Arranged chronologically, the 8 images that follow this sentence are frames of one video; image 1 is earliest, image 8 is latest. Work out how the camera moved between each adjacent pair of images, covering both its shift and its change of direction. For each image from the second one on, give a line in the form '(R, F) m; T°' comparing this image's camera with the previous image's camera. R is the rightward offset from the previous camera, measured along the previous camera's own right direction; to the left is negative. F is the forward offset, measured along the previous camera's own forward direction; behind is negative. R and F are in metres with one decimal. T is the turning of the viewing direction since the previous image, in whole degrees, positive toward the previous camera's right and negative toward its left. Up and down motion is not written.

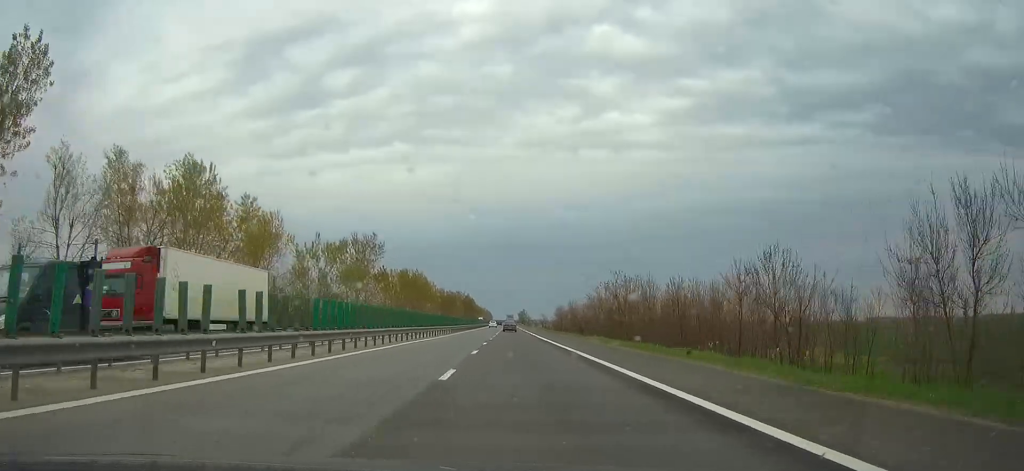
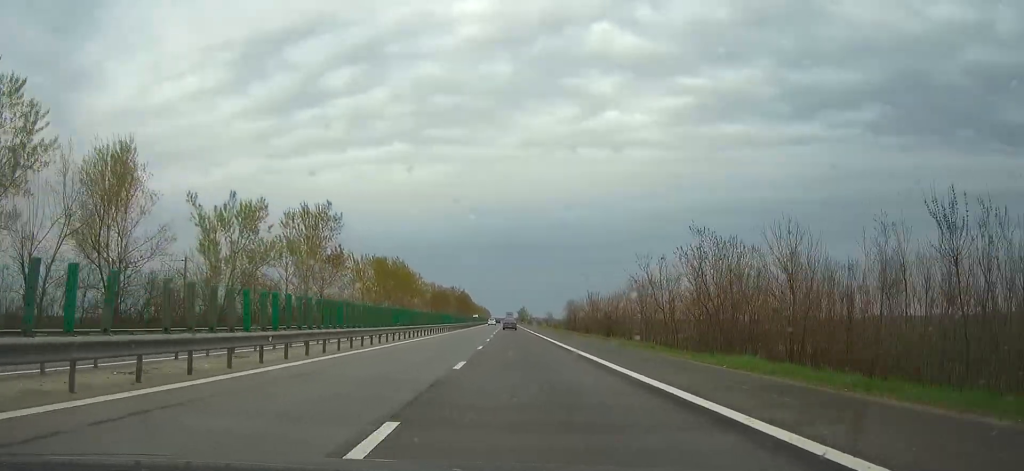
(0.0, +34.3) m; 0°
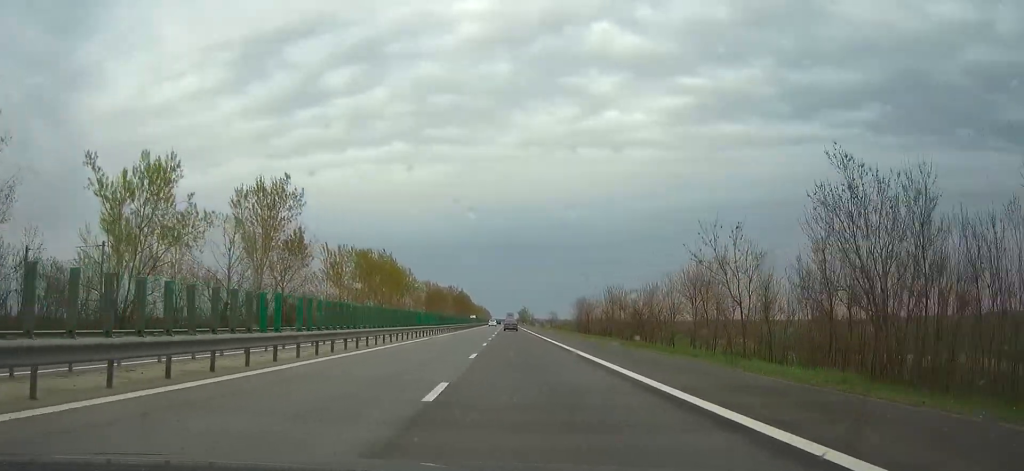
(-0.1, +20.1) m; 0°
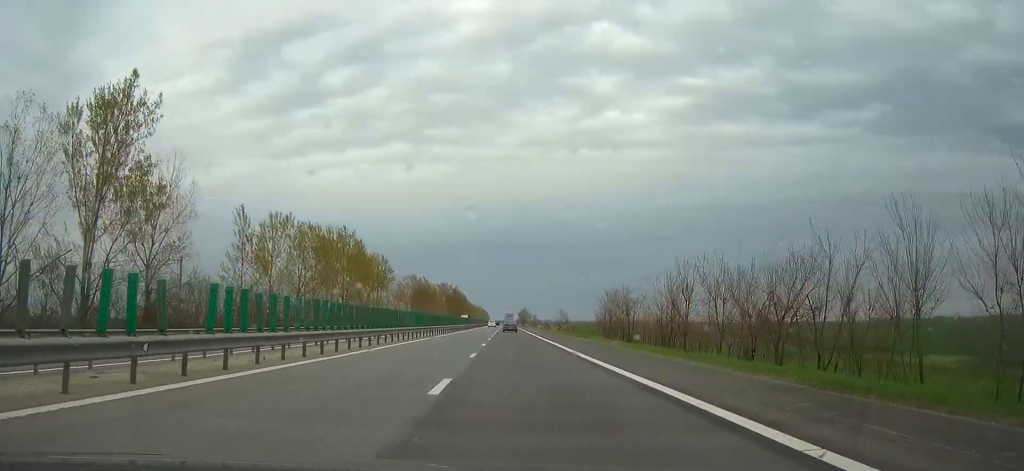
(+0.1, +36.5) m; 0°
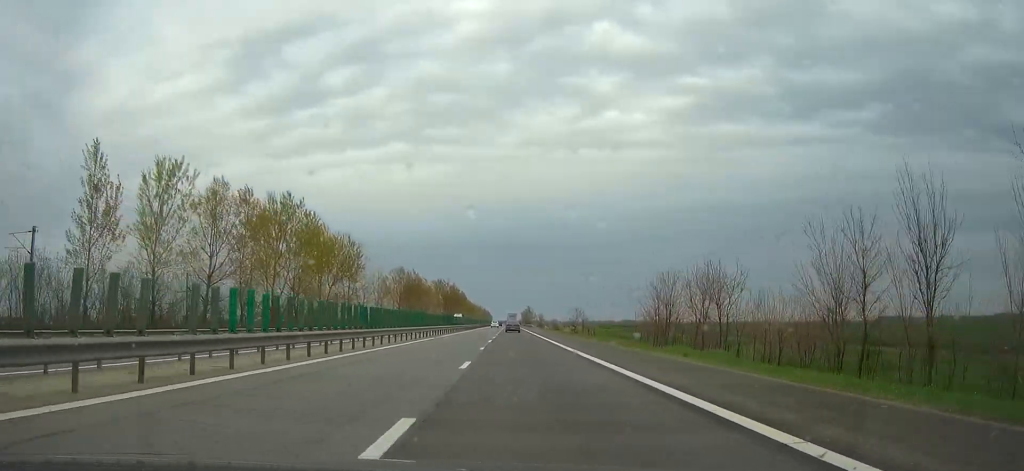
(0.0, +30.2) m; 0°
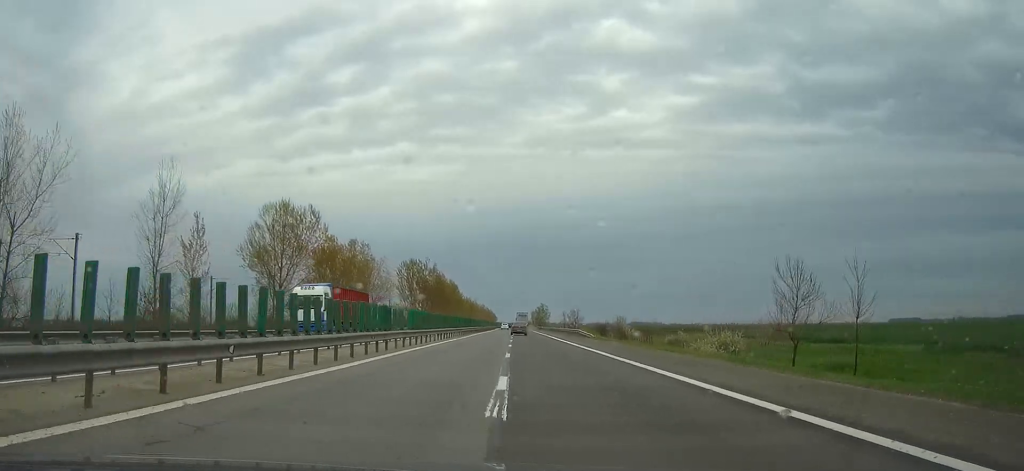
(-0.7, +100.5) m; 0°
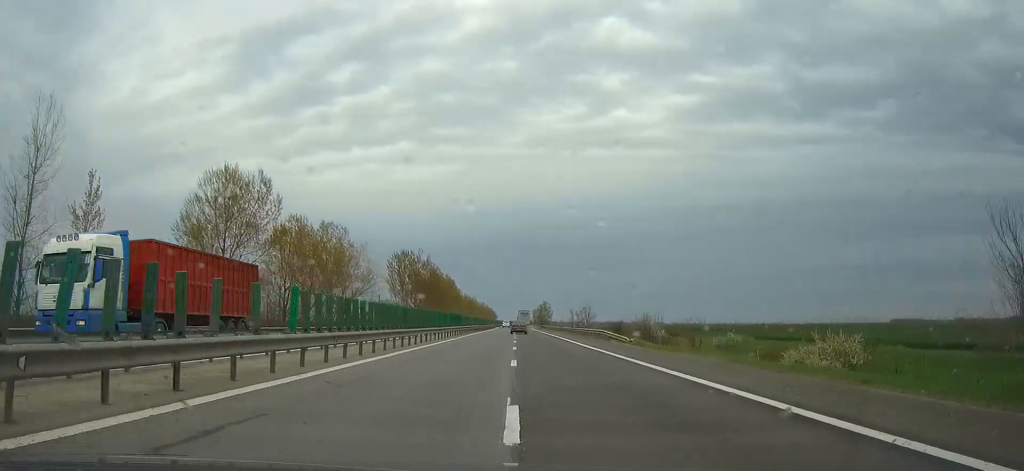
(0.0, +17.7) m; 0°
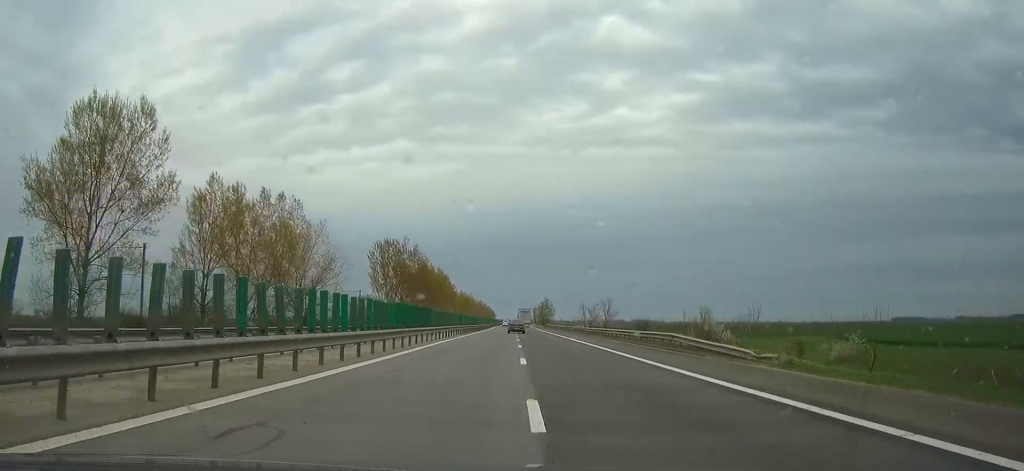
(0.0, +23.1) m; 0°
